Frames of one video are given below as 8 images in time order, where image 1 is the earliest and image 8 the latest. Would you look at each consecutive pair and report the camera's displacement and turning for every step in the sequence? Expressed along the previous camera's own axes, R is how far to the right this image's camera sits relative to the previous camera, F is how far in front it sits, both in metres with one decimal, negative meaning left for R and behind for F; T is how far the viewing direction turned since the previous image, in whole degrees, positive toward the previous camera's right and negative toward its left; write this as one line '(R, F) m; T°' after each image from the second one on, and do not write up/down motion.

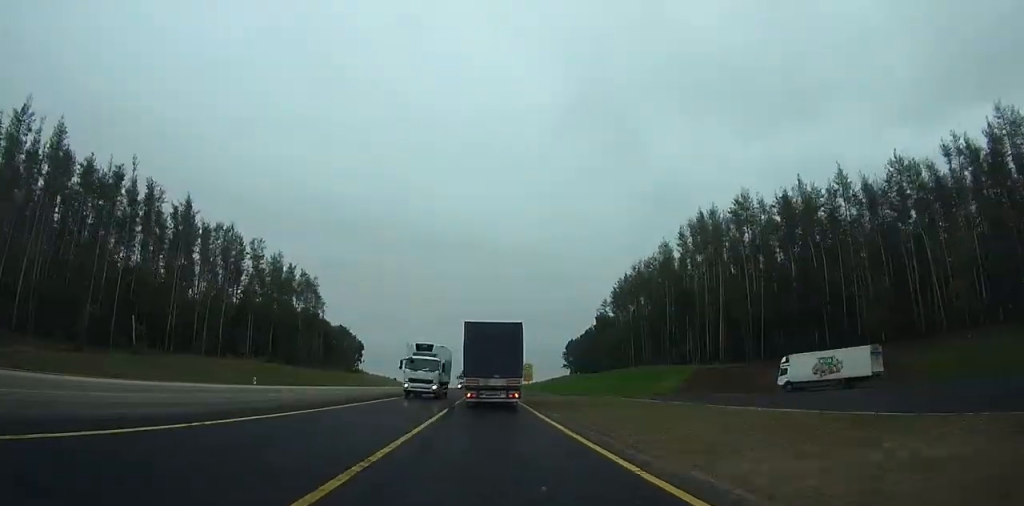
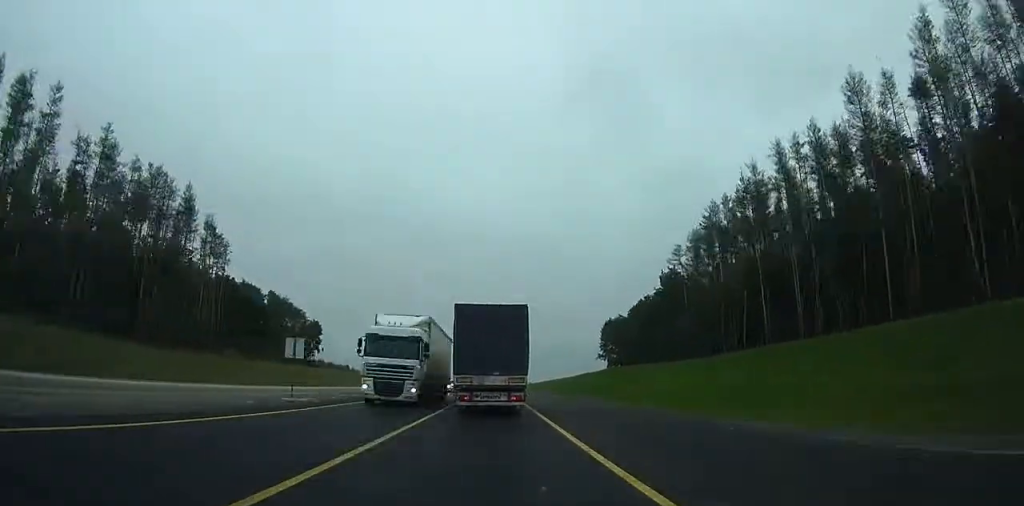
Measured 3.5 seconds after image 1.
(-5.8, +60.4) m; -1°
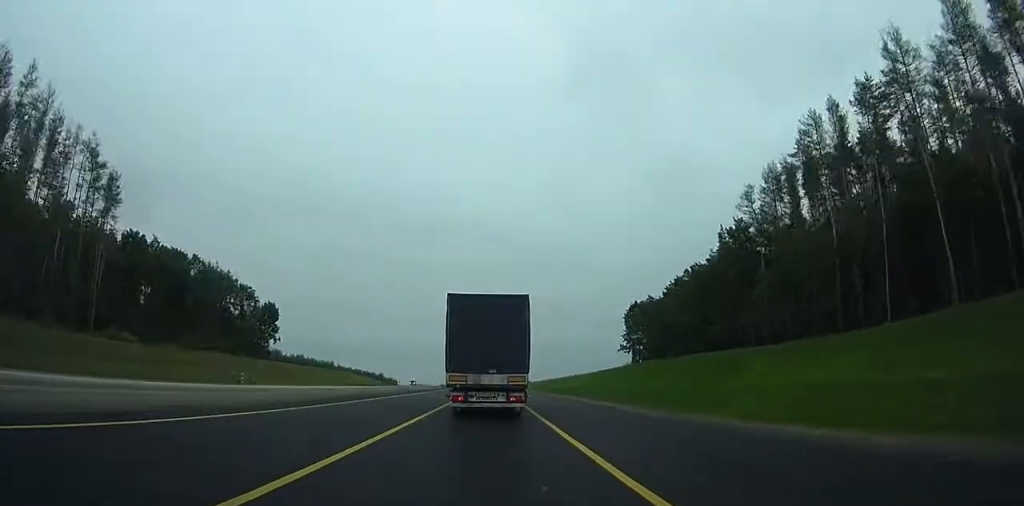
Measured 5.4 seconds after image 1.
(+2.0, +33.3) m; +4°
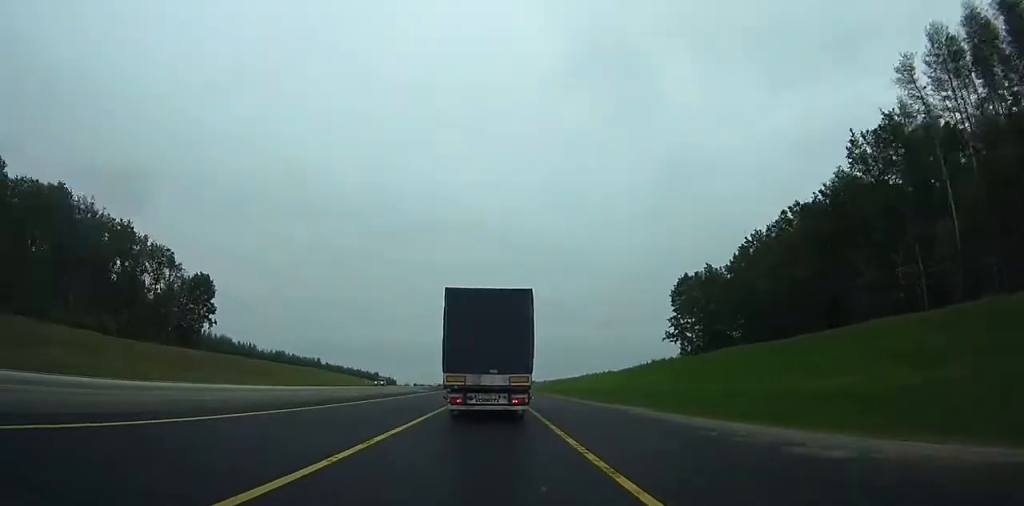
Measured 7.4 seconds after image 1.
(-0.2, +34.5) m; +3°
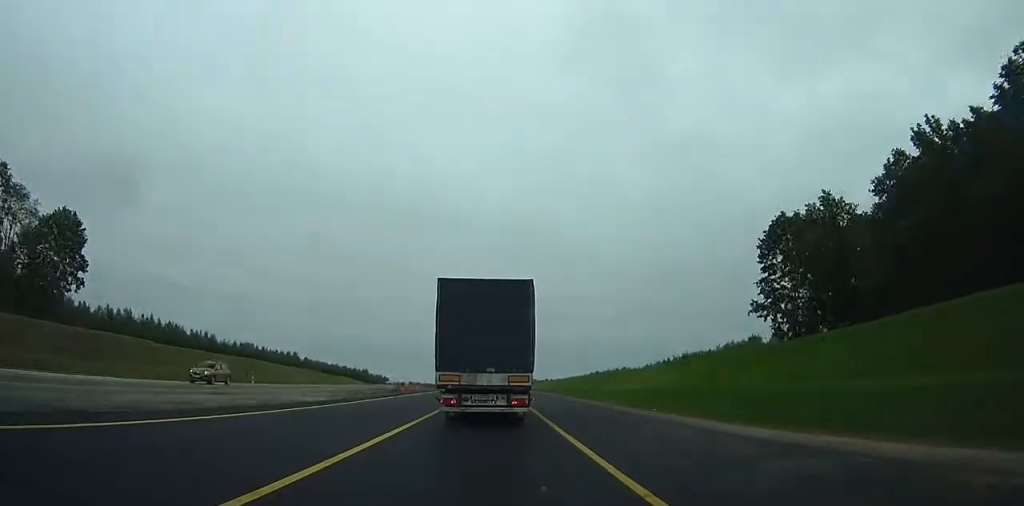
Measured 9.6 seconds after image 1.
(+1.9, +37.4) m; -1°
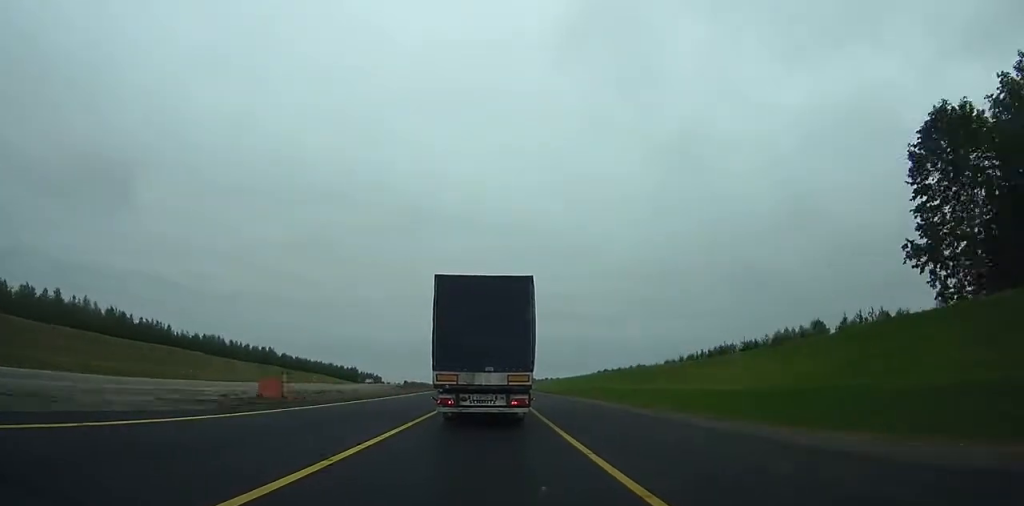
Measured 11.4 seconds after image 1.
(+2.8, +30.3) m; -3°
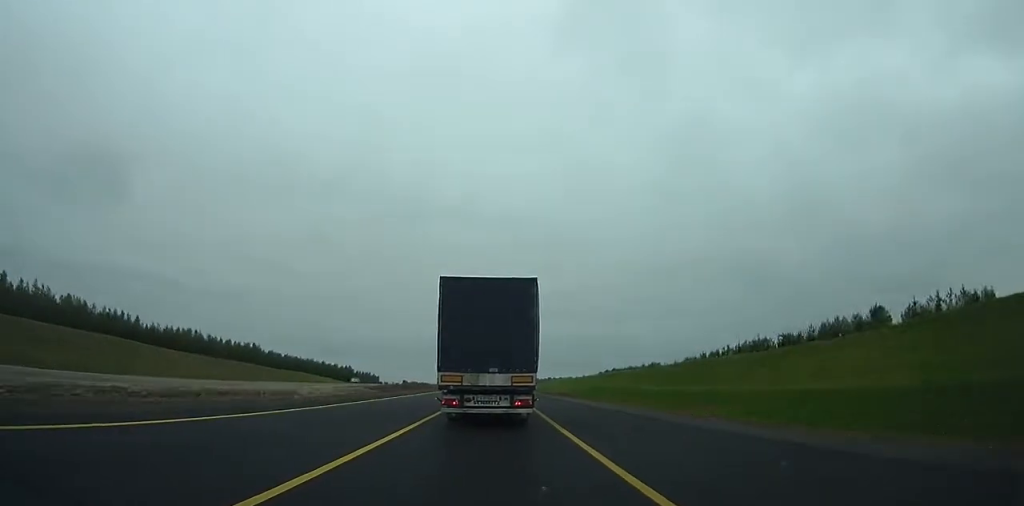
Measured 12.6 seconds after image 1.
(-3.6, +20.2) m; -2°
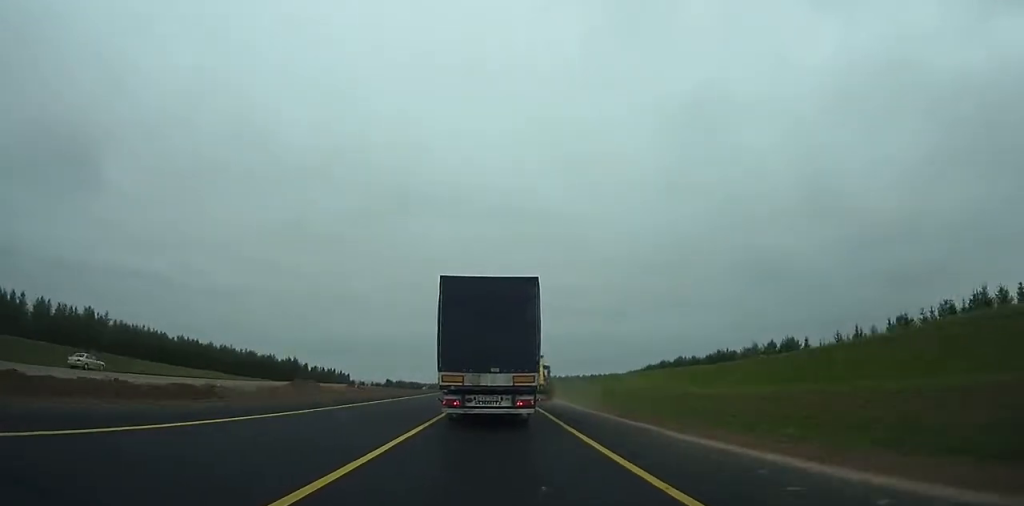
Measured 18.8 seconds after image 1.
(-0.7, +106.0) m; +2°
